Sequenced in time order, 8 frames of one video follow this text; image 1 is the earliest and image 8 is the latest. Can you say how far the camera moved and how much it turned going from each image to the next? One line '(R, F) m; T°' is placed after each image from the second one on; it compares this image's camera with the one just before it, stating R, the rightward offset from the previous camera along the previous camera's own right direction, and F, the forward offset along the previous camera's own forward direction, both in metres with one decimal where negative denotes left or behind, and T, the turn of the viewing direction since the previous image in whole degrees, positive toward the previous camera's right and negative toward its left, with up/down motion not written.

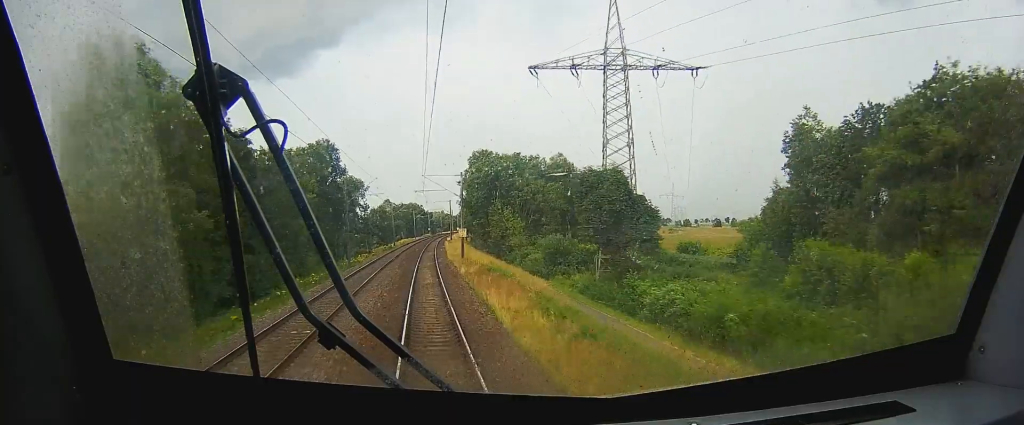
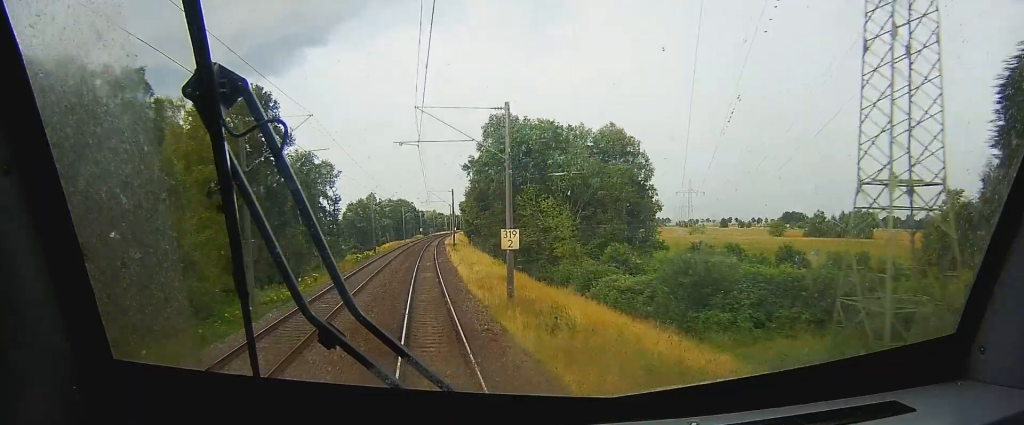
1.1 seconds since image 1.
(+0.3, +37.0) m; +1°
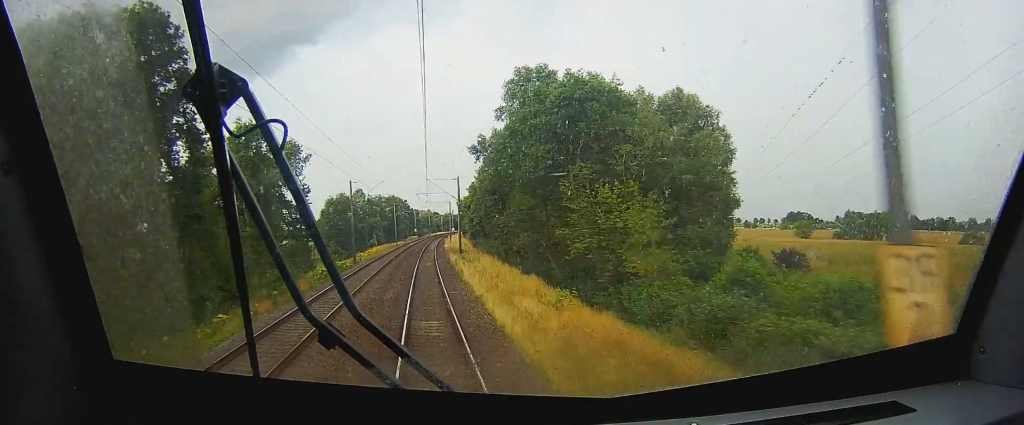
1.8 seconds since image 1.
(0.0, +22.4) m; 0°
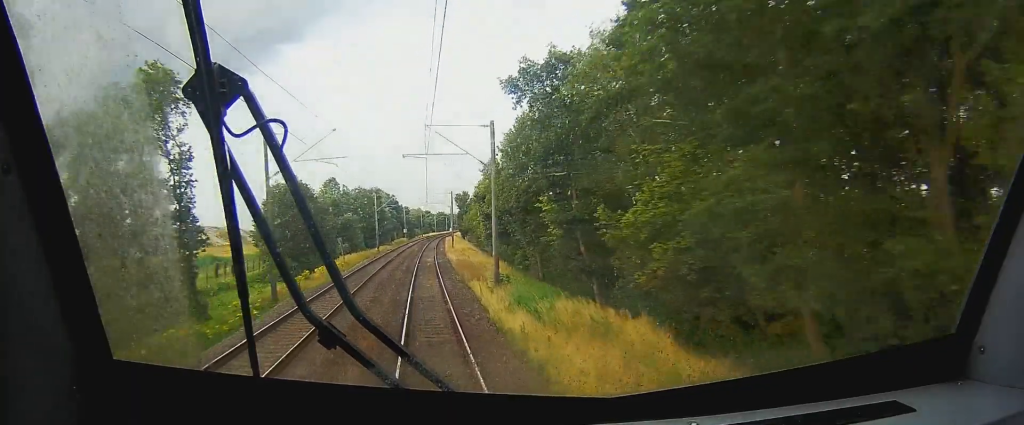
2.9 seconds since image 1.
(+0.2, +37.0) m; +1°
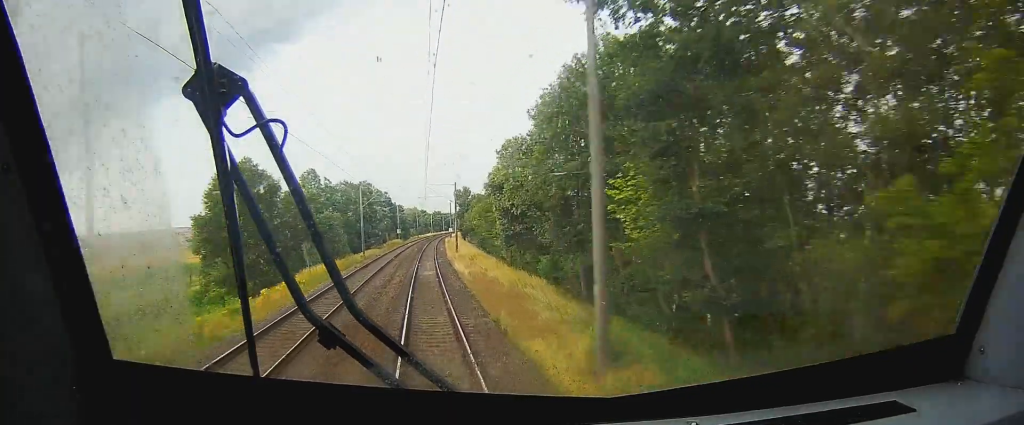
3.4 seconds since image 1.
(+0.2, +18.0) m; +1°
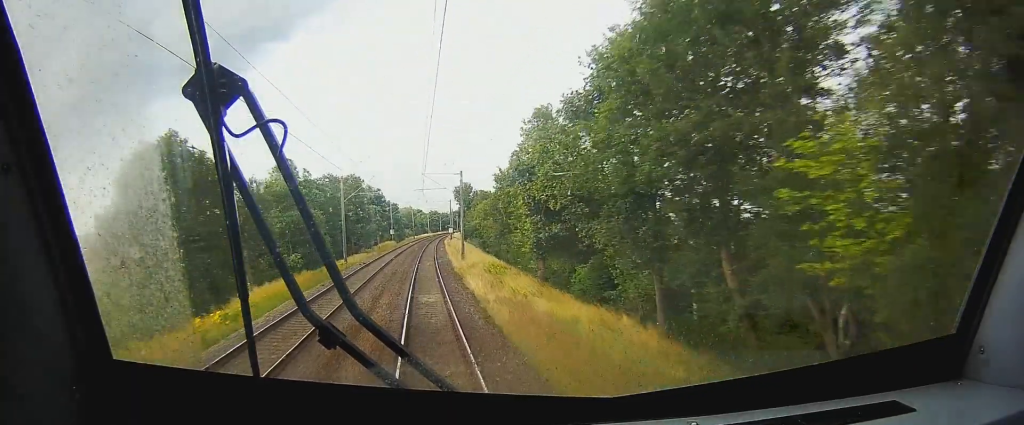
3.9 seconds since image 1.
(+0.1, +16.9) m; +1°
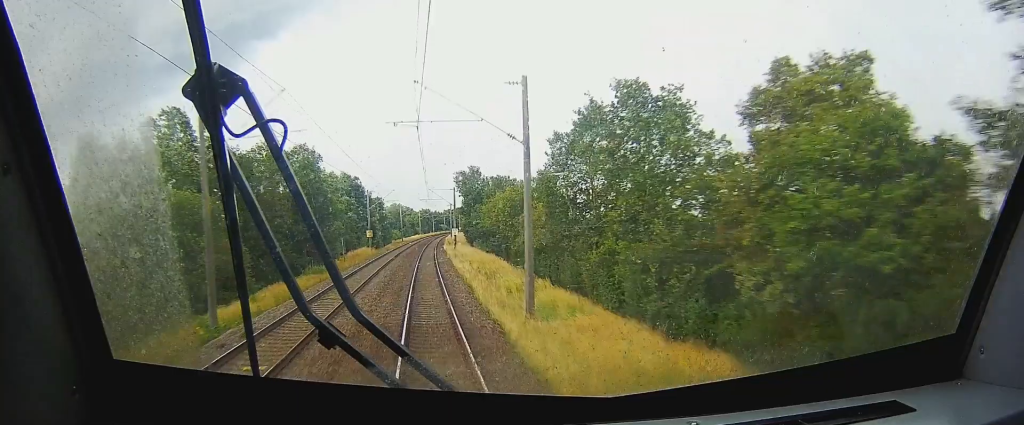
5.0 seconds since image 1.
(+0.4, +38.4) m; +1°
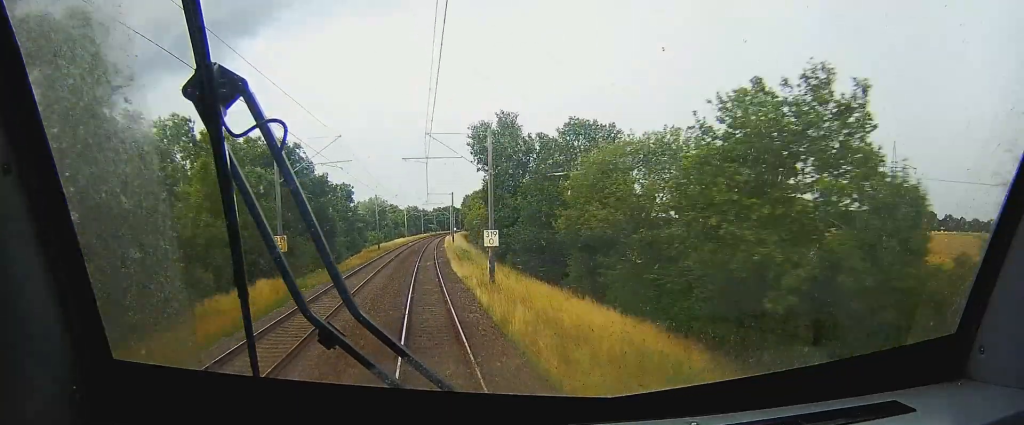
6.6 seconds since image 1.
(+0.6, +52.4) m; +1°
